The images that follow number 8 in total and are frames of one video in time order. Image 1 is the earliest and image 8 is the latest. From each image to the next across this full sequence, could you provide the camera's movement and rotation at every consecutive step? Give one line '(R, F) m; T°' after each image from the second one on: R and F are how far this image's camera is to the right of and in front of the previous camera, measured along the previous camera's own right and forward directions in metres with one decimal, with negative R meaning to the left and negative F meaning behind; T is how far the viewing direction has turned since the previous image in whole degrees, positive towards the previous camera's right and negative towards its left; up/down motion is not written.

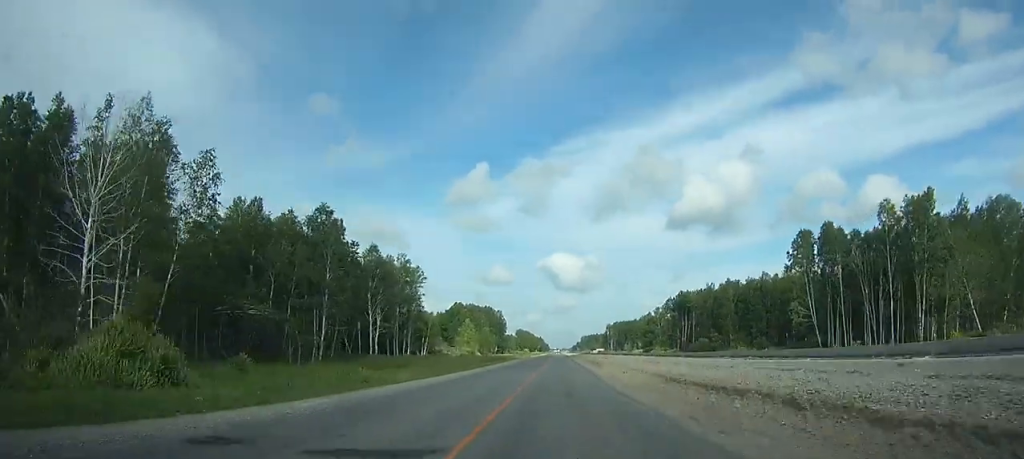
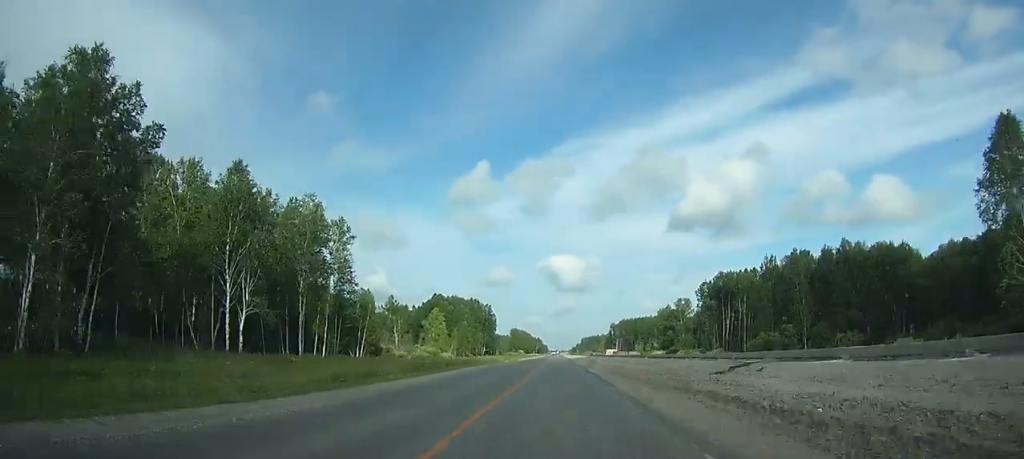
(0.0, +48.6) m; 0°
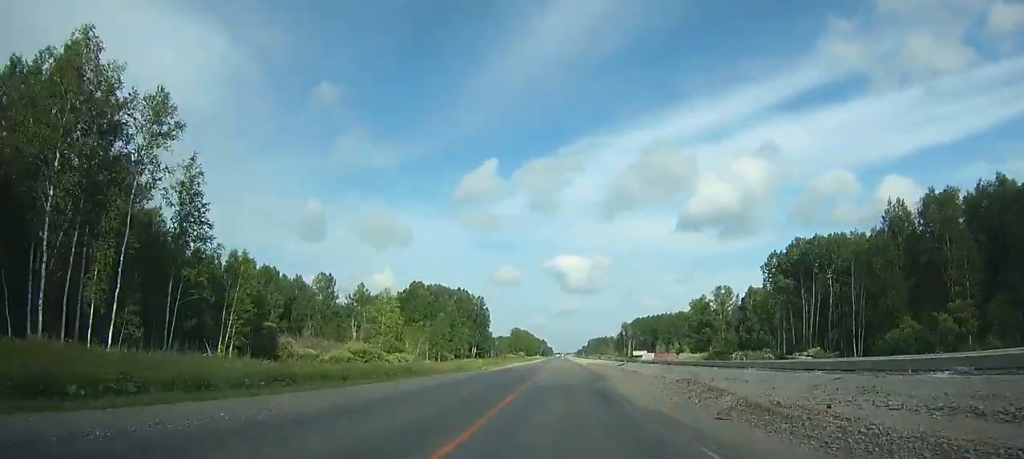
(-0.3, +43.7) m; 0°
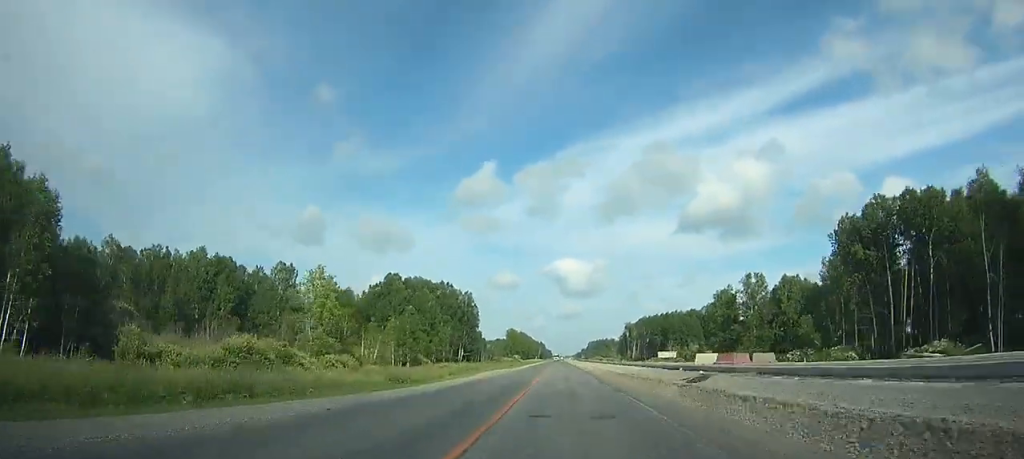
(0.0, +26.3) m; 0°
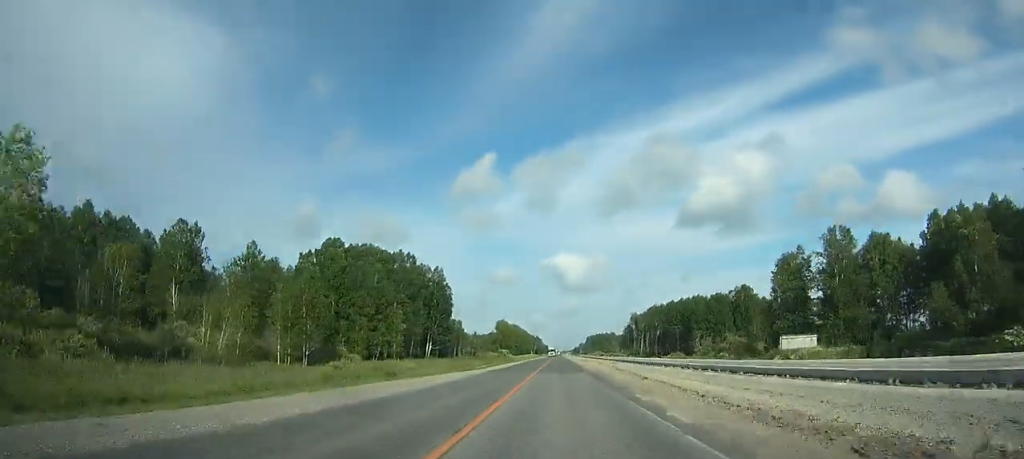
(0.0, +42.2) m; 0°
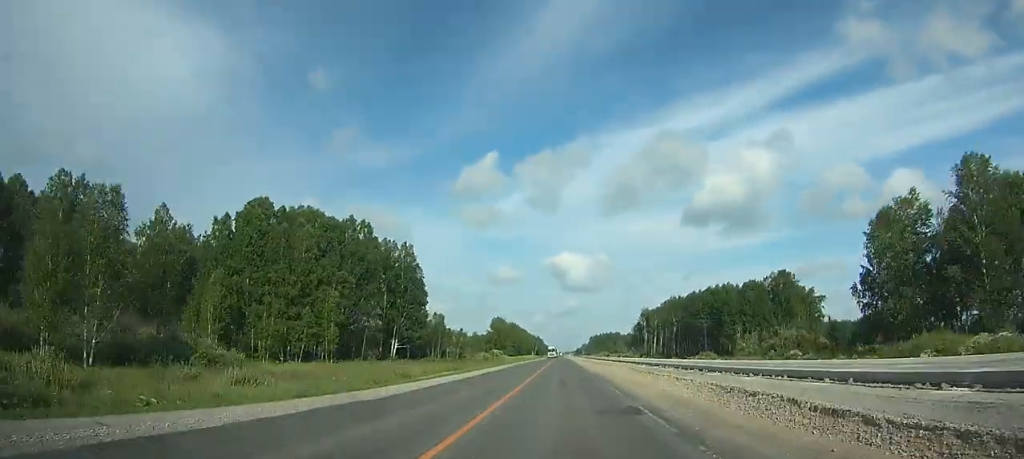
(+0.1, +32.4) m; 0°
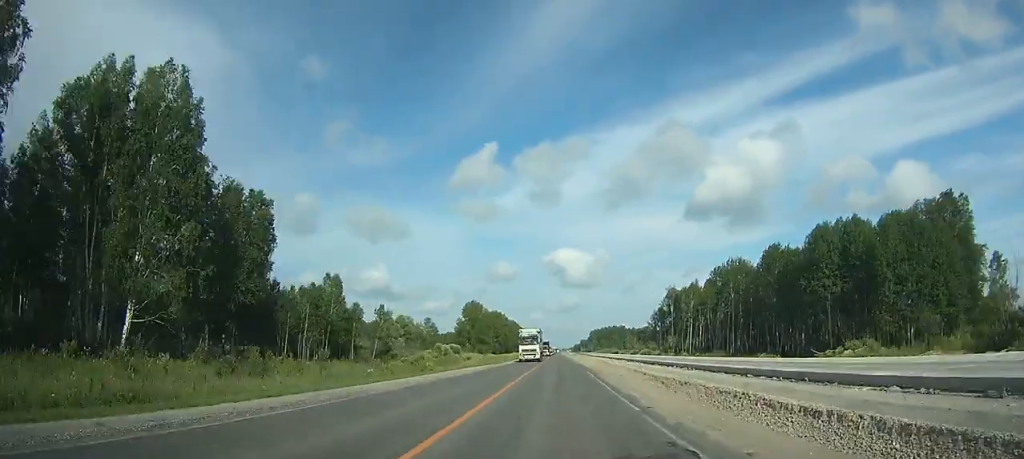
(+0.1, +79.0) m; 0°
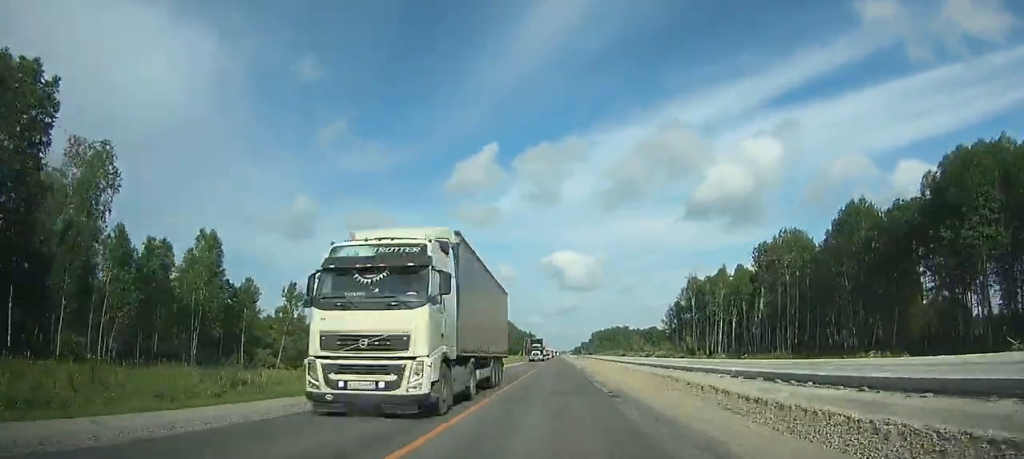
(0.0, +35.2) m; 0°
